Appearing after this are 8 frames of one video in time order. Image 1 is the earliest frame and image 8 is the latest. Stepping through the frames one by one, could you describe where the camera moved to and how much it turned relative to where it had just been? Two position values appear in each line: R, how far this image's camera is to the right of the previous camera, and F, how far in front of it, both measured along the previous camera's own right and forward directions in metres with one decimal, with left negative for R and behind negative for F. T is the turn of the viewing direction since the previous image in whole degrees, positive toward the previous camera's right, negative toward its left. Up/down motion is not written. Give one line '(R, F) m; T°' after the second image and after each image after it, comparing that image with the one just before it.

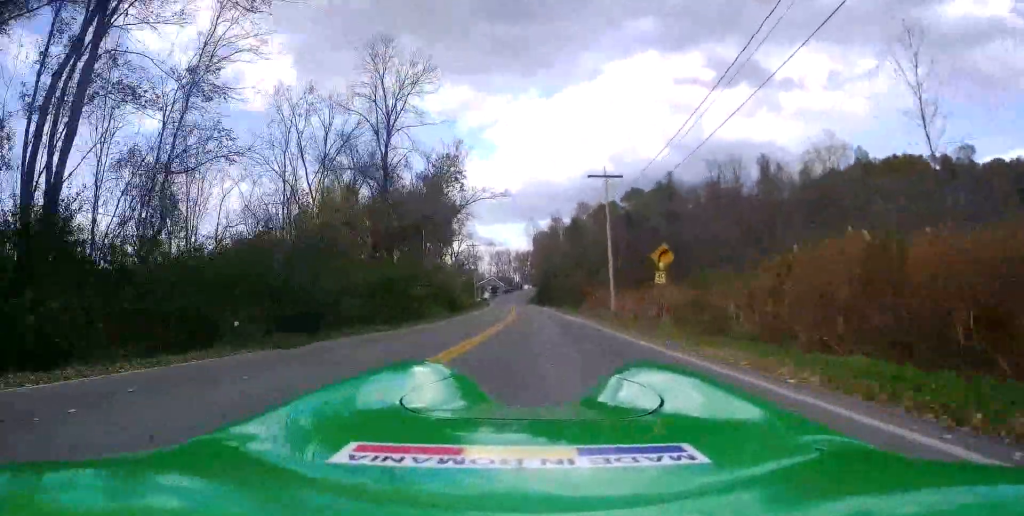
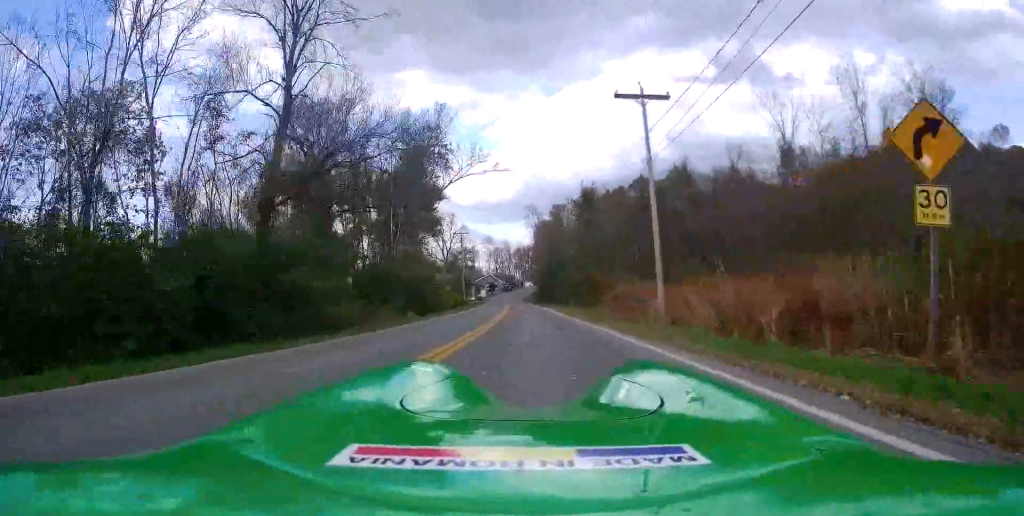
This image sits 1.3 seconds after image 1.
(0.0, +15.6) m; 0°
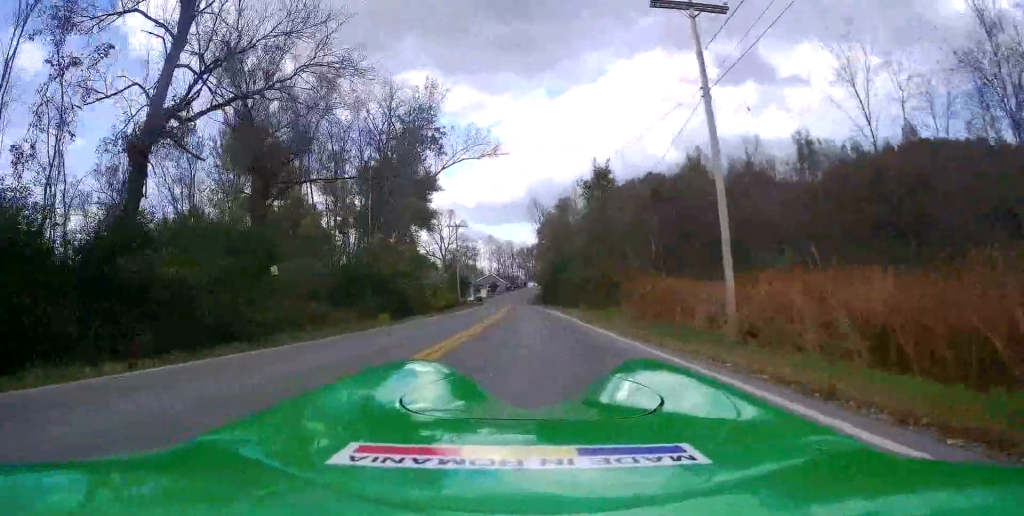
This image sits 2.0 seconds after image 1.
(0.0, +8.5) m; 0°
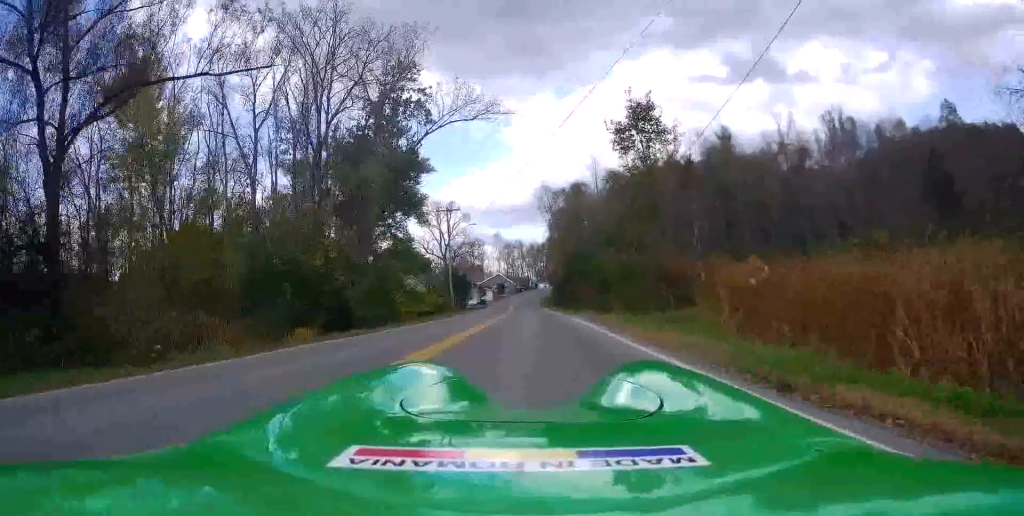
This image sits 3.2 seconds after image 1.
(-0.1, +14.0) m; -1°
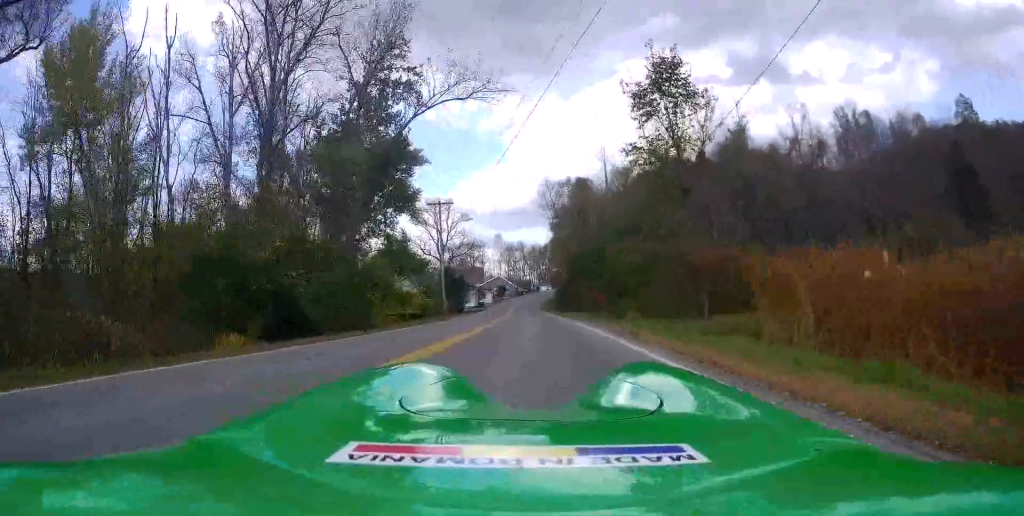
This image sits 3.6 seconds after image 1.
(0.0, +5.5) m; 0°
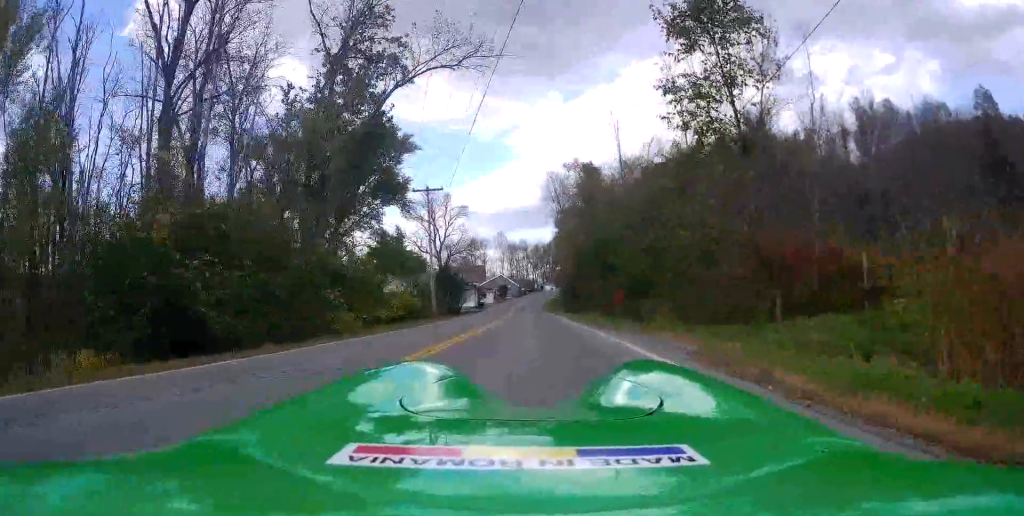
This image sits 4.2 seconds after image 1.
(0.0, +7.0) m; 0°
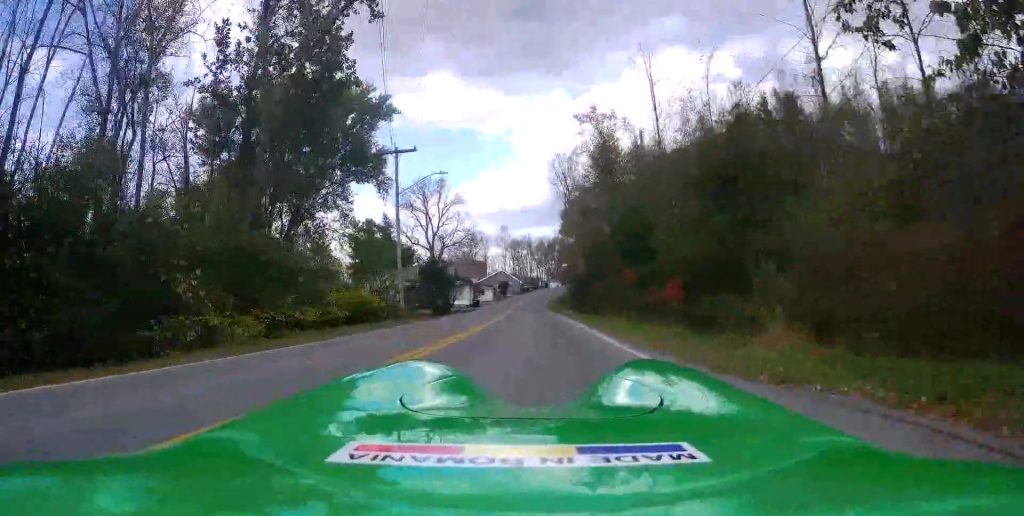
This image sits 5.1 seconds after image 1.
(0.0, +10.9) m; -1°
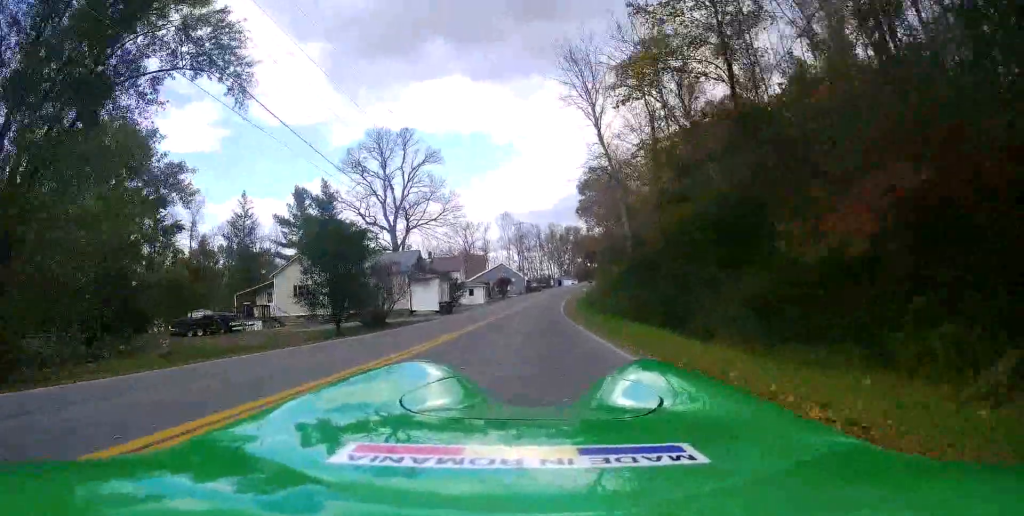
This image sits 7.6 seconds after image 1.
(0.0, +30.0) m; -2°
